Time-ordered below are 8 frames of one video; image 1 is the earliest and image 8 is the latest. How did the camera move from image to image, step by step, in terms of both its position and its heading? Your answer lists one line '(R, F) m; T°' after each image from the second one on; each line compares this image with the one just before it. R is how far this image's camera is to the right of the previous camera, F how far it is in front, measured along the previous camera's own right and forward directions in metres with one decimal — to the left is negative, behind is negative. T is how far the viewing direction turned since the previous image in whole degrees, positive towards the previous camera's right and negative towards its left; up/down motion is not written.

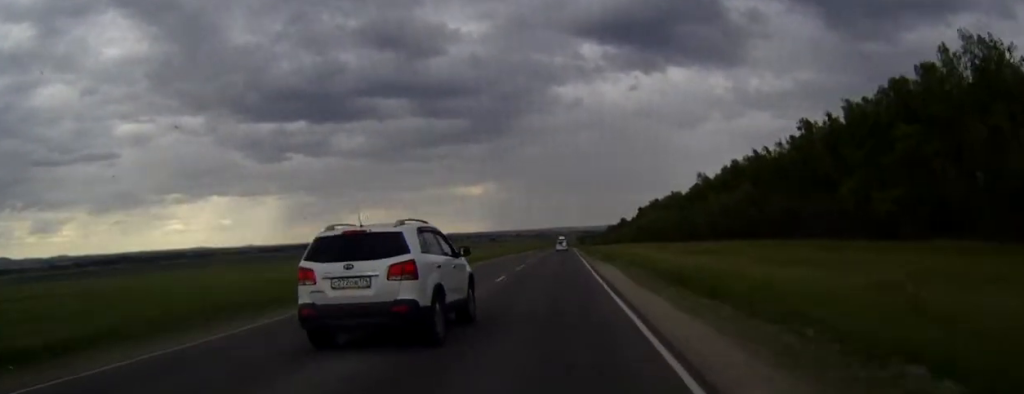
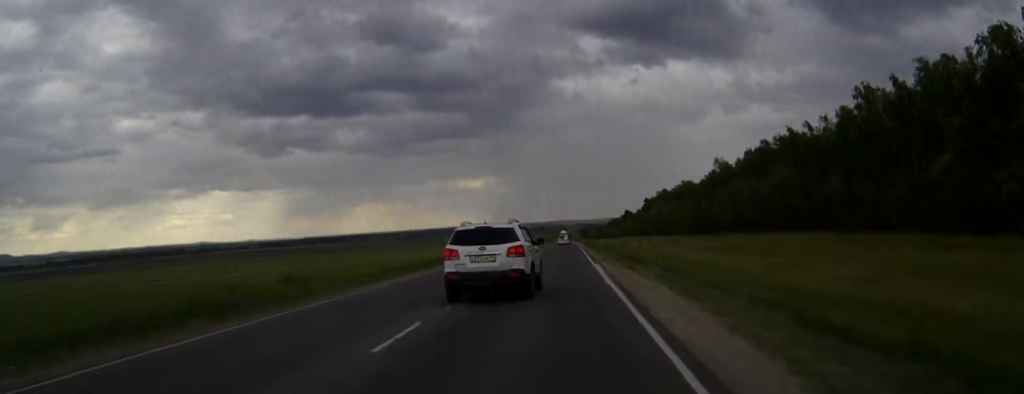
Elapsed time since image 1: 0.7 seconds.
(0.0, +17.9) m; 0°
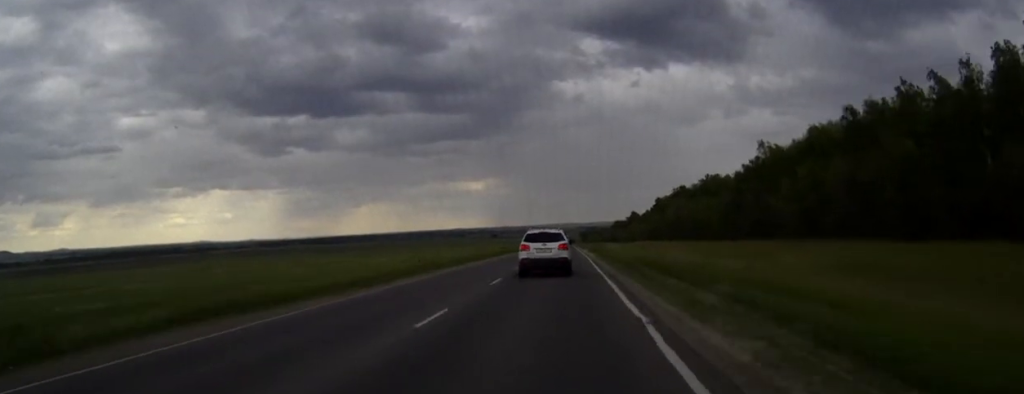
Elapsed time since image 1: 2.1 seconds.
(0.0, +33.4) m; 0°
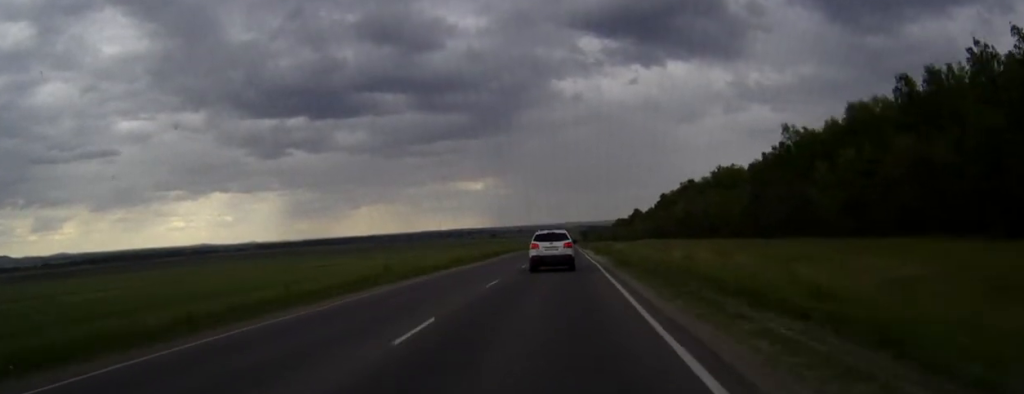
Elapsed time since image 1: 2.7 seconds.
(0.0, +13.9) m; 0°
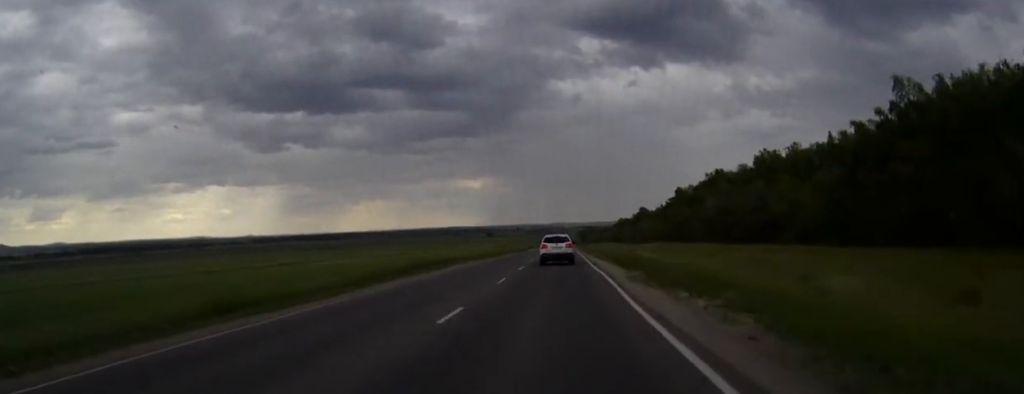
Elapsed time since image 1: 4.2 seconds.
(0.0, +37.0) m; 0°
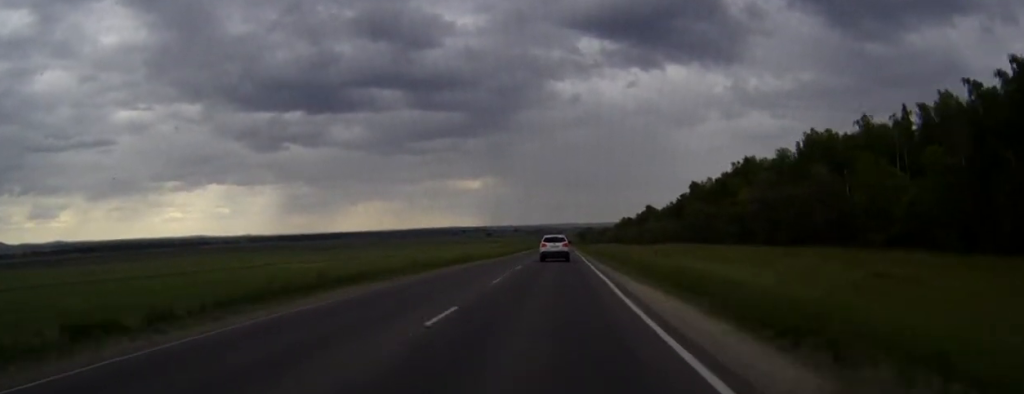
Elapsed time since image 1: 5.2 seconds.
(0.0, +24.7) m; 0°
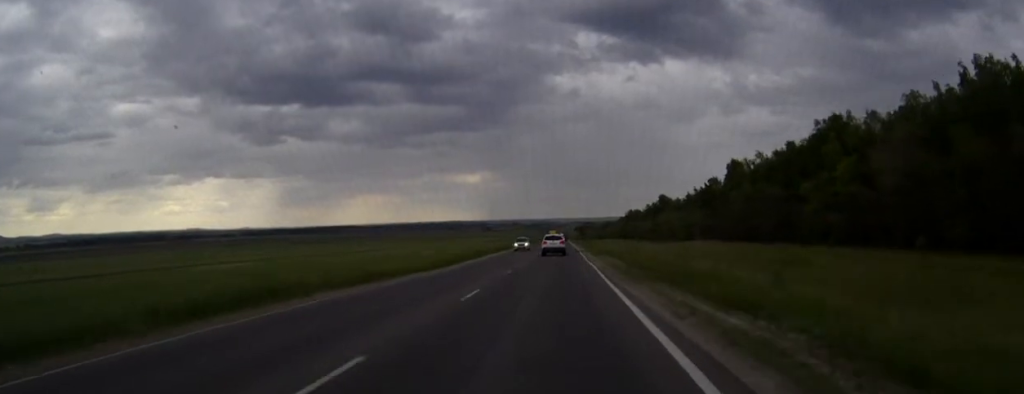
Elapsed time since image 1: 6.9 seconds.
(0.0, +43.2) m; 0°
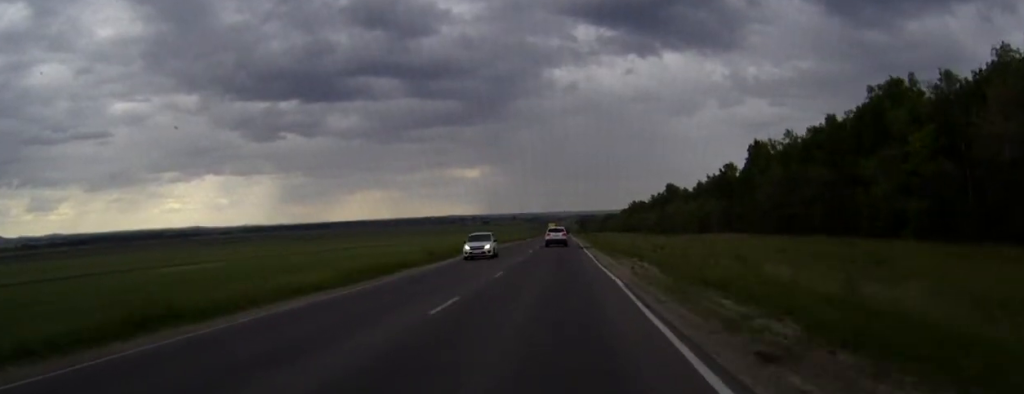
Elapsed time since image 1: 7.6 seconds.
(0.0, +16.6) m; 0°
